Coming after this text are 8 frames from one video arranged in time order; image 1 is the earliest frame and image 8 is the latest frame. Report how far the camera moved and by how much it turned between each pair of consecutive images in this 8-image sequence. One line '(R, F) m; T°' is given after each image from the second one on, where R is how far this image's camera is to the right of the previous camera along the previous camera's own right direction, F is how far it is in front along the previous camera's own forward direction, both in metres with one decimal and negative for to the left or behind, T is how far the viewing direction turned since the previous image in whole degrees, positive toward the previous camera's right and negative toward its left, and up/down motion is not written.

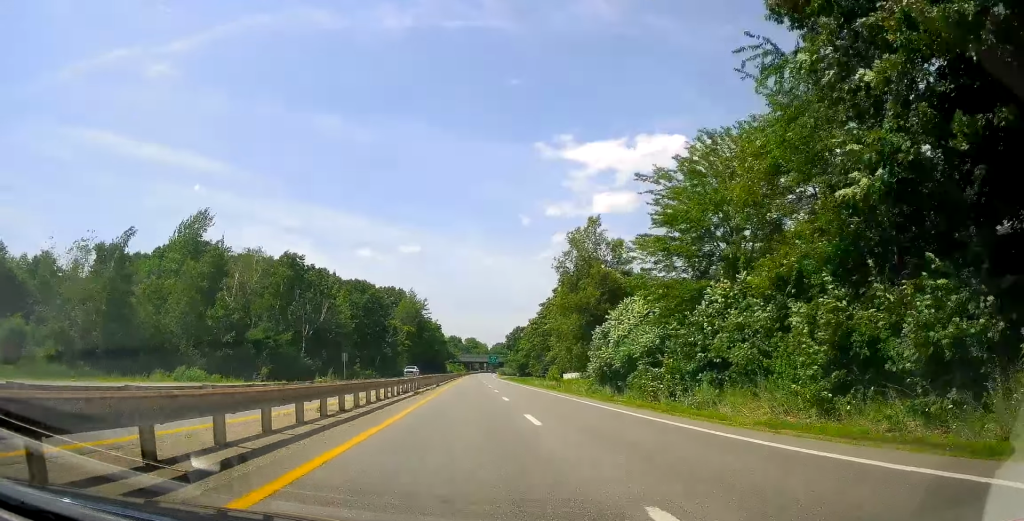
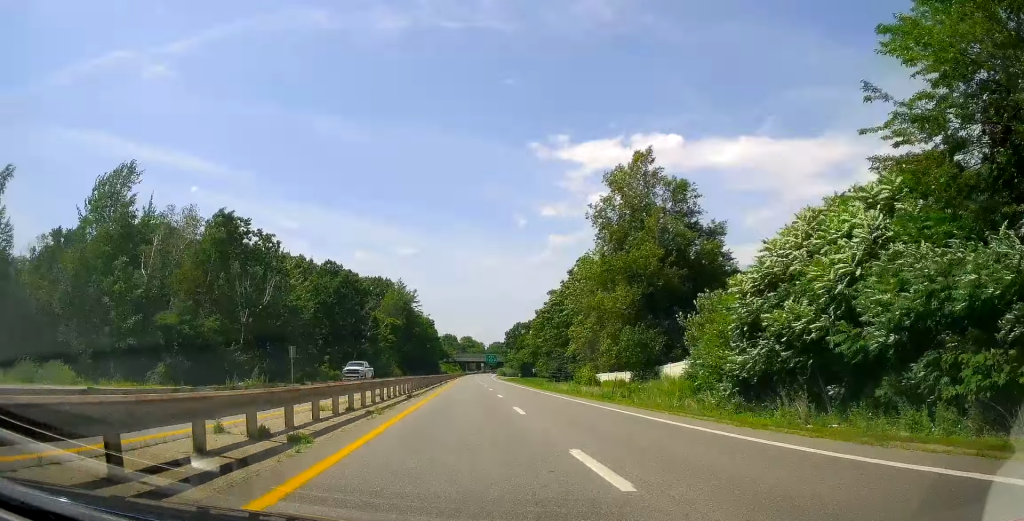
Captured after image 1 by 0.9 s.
(-0.2, +19.6) m; +1°
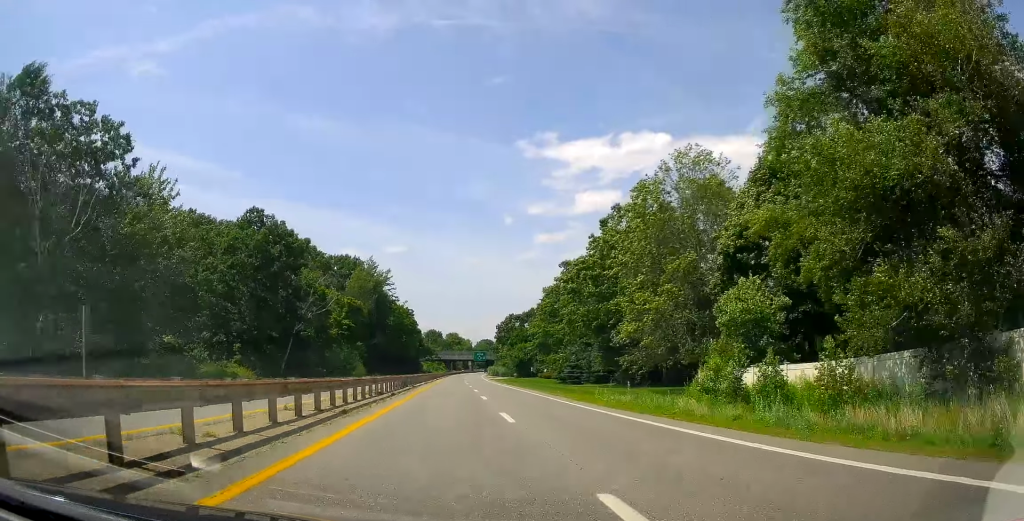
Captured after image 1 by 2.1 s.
(+0.9, +27.7) m; +2°
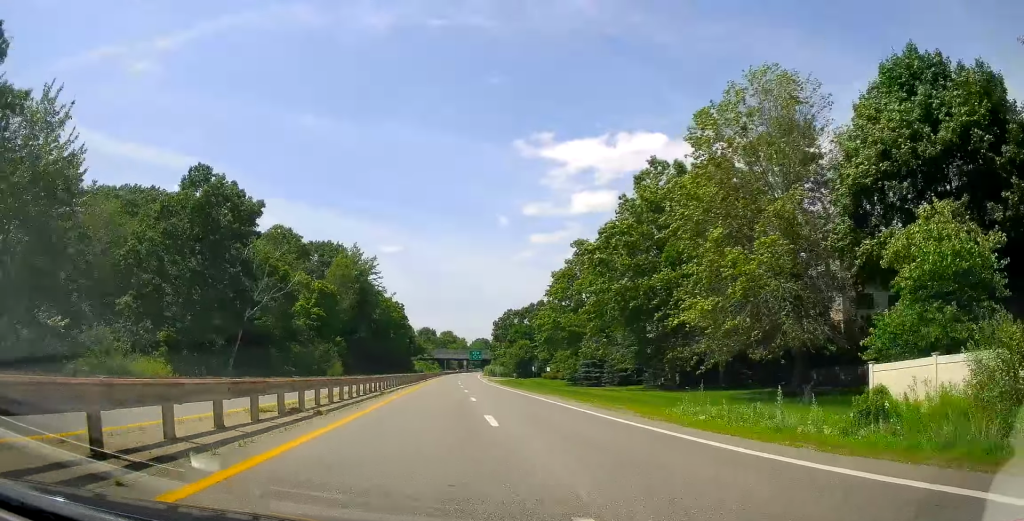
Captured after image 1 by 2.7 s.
(-0.1, +13.0) m; 0°
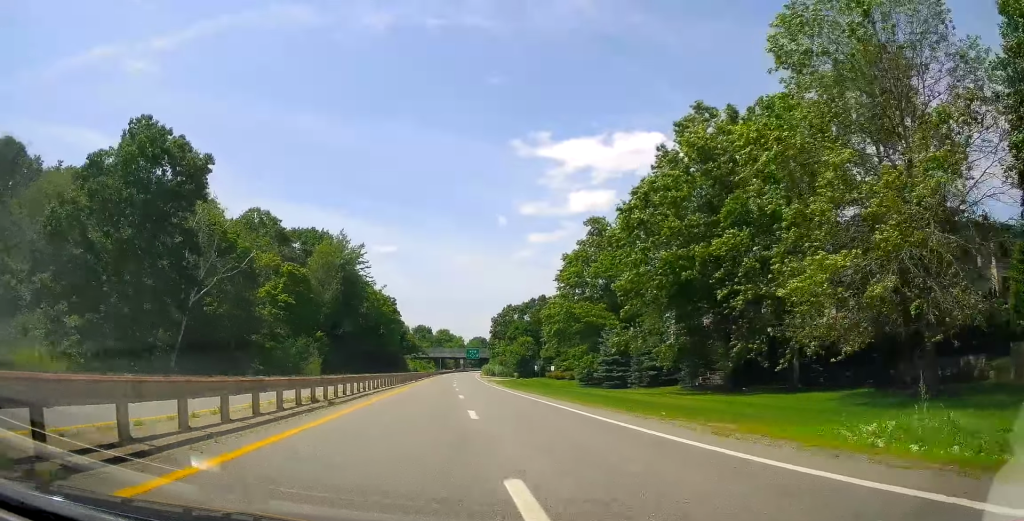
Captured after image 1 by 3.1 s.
(-0.3, +10.0) m; 0°
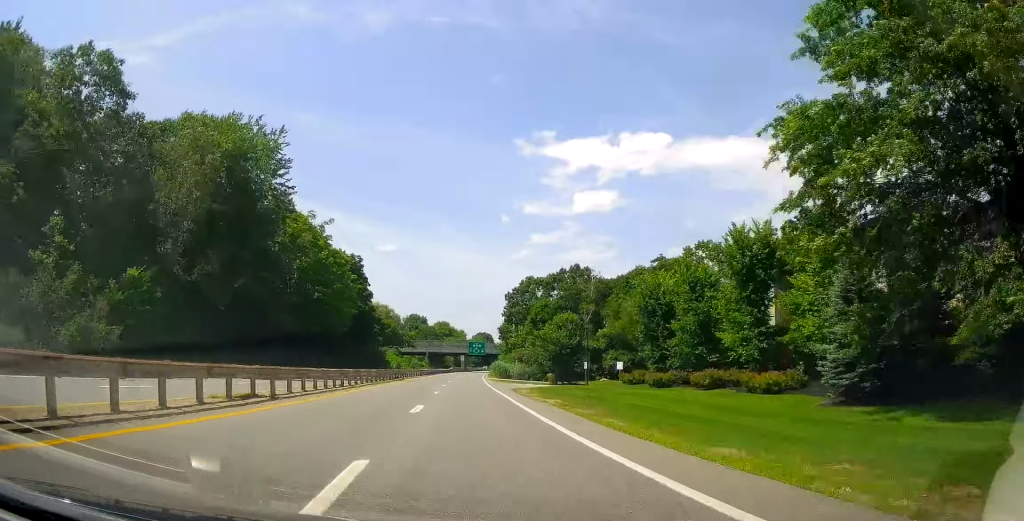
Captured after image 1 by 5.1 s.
(+0.9, +46.8) m; +1°
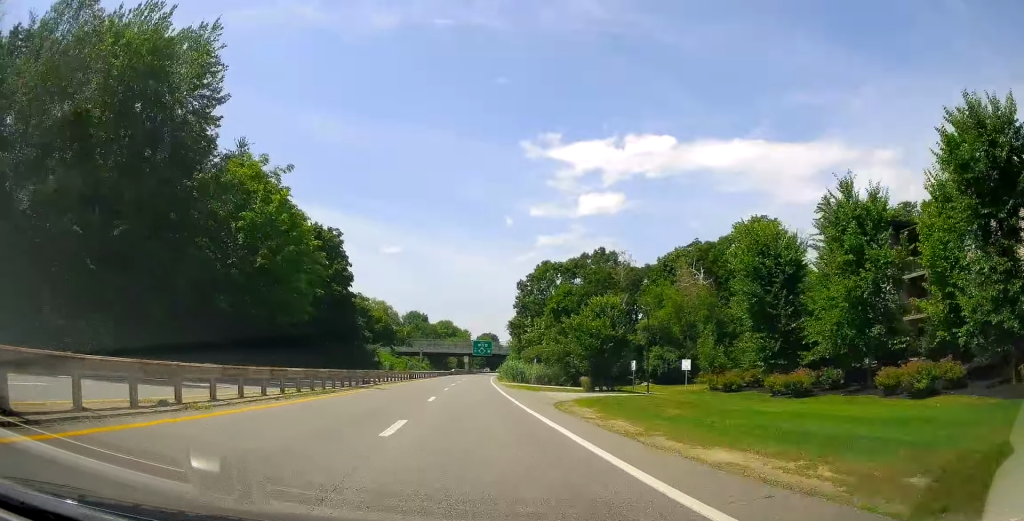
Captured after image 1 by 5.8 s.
(-0.2, +18.0) m; 0°
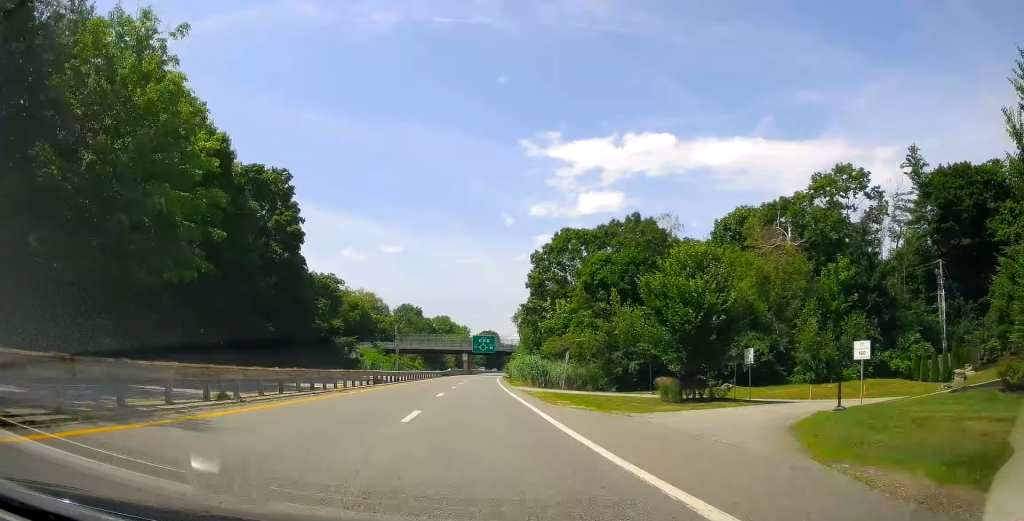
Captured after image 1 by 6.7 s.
(0.0, +21.5) m; 0°
